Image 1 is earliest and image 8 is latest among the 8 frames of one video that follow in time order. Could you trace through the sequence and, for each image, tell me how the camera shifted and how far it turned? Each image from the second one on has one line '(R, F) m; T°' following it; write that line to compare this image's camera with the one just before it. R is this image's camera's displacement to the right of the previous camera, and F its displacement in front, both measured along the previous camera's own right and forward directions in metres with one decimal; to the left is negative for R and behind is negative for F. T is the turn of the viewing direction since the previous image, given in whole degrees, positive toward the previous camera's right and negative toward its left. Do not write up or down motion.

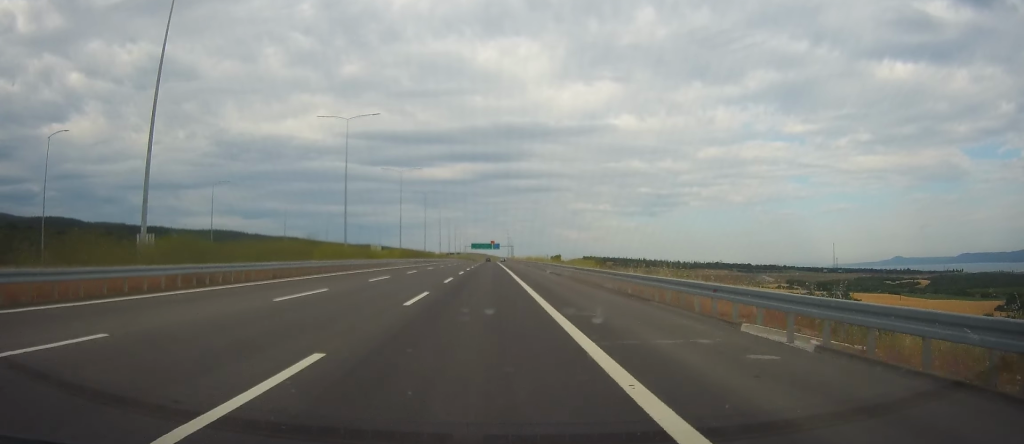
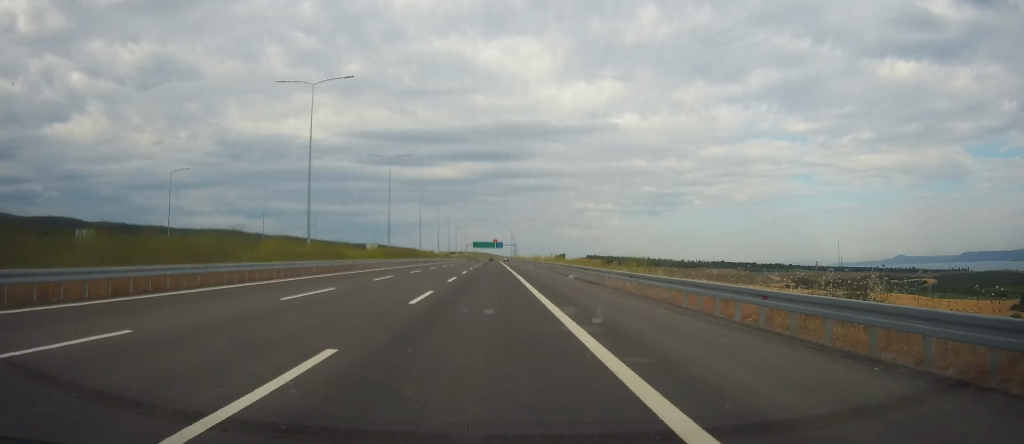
(+0.1, +14.8) m; 0°
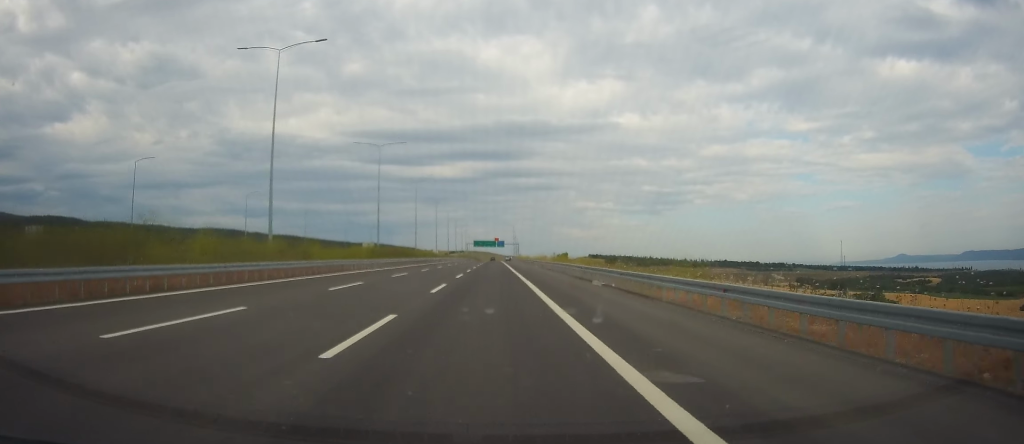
(+0.1, +10.1) m; -1°
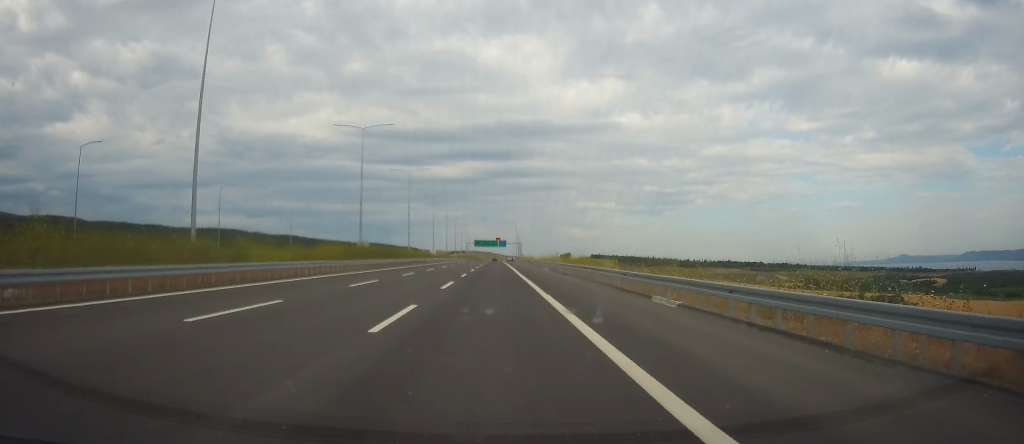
(-0.1, +11.7) m; -1°
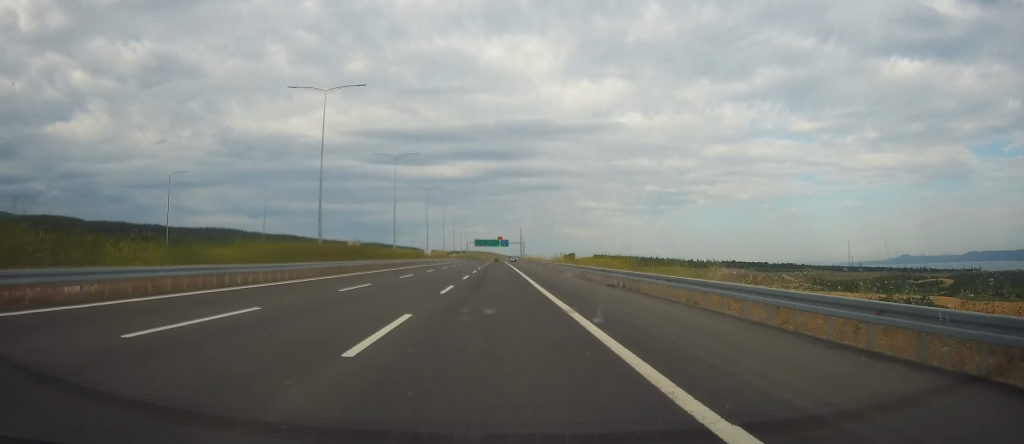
(-0.4, +18.2) m; -1°
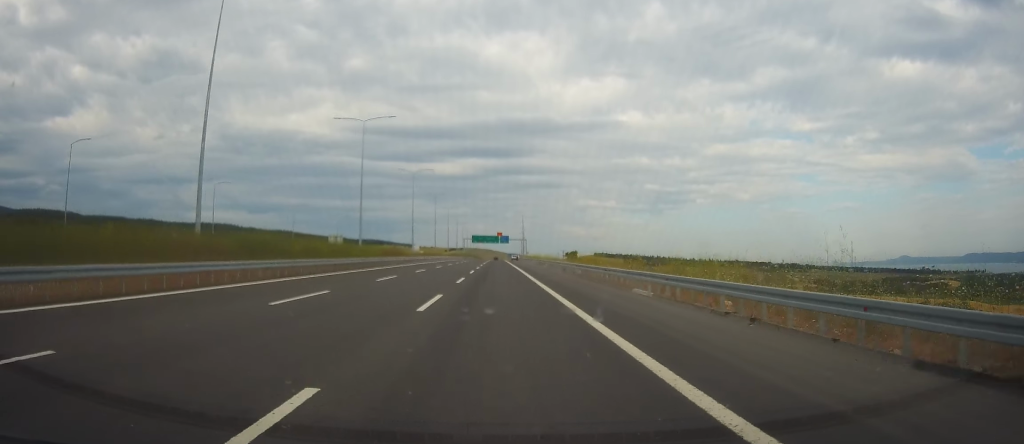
(+0.3, +24.2) m; +1°
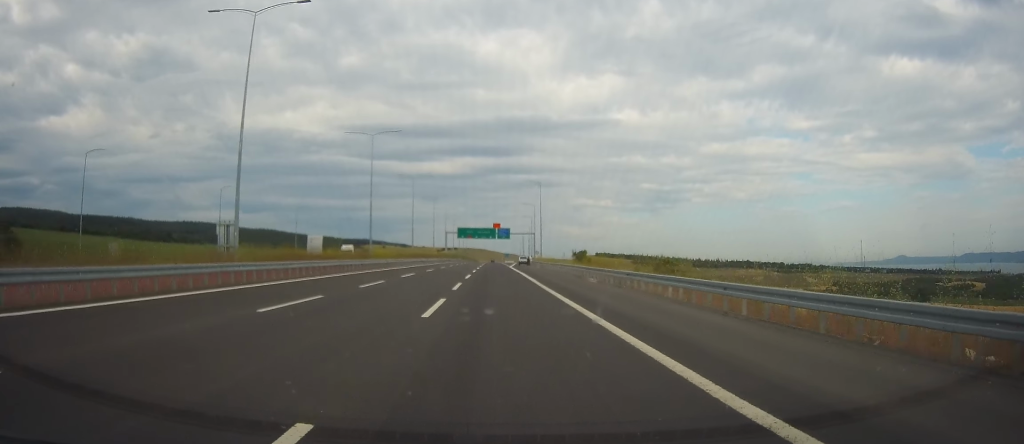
(+0.1, +78.1) m; +1°
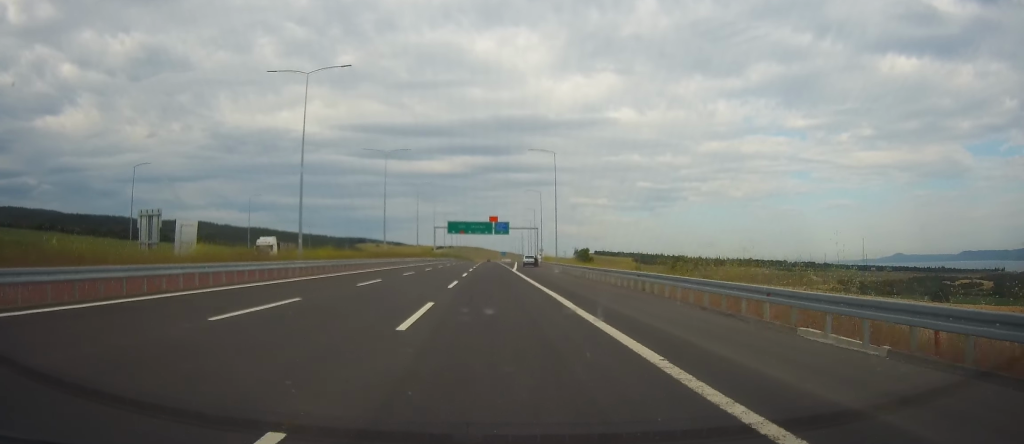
(-0.3, +27.7) m; -1°
